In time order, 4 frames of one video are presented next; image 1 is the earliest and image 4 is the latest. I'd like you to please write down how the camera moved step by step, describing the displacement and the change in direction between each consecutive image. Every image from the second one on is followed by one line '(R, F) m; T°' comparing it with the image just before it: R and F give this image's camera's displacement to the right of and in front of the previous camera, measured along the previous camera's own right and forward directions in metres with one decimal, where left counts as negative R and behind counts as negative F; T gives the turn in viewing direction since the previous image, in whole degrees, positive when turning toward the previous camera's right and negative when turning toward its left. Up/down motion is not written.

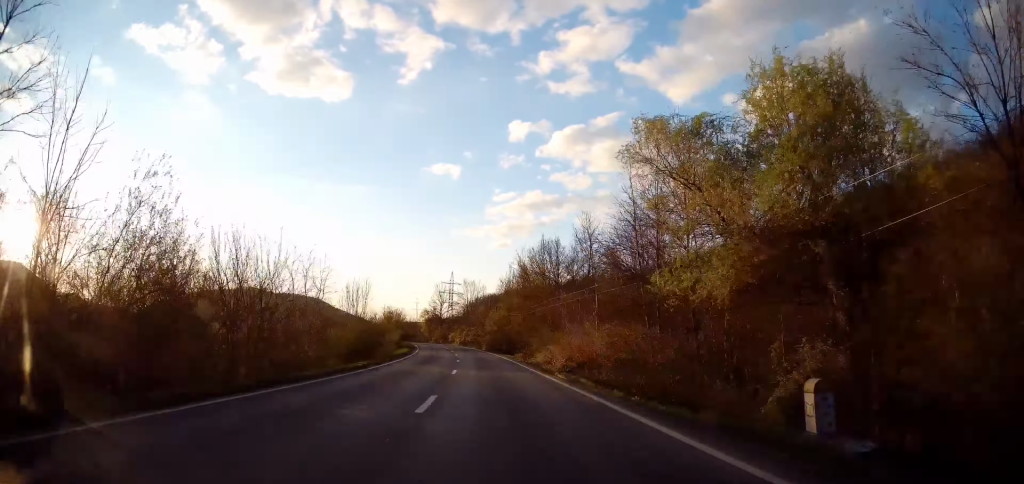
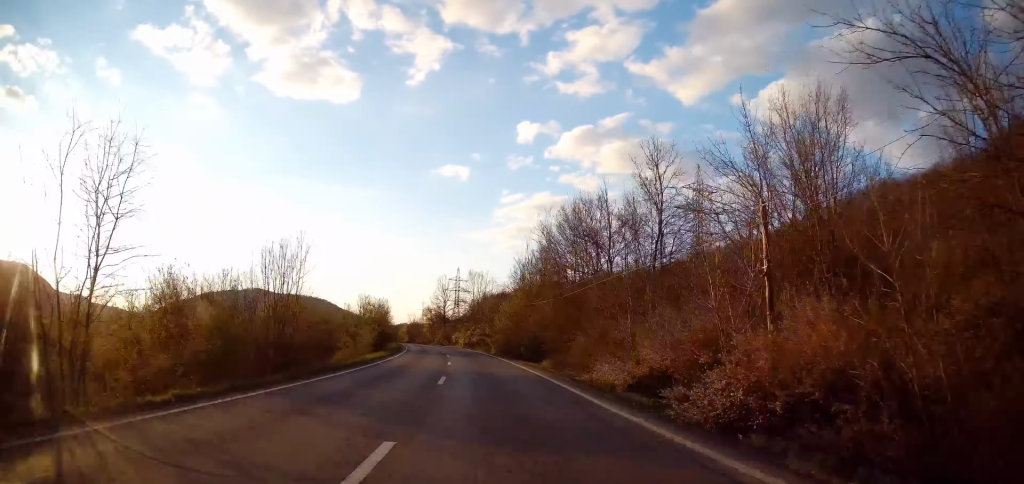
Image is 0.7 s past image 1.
(+0.2, +17.8) m; 0°
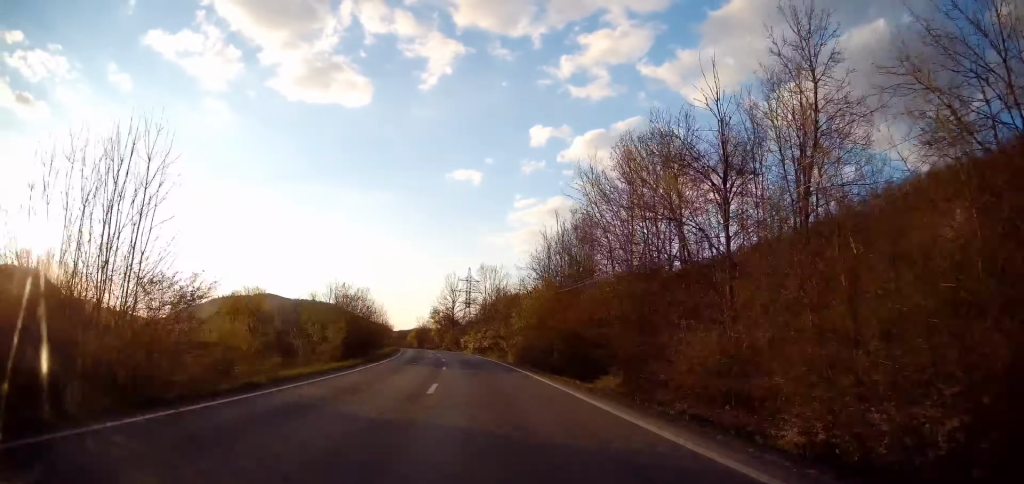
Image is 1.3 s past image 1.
(-0.1, +14.3) m; -1°
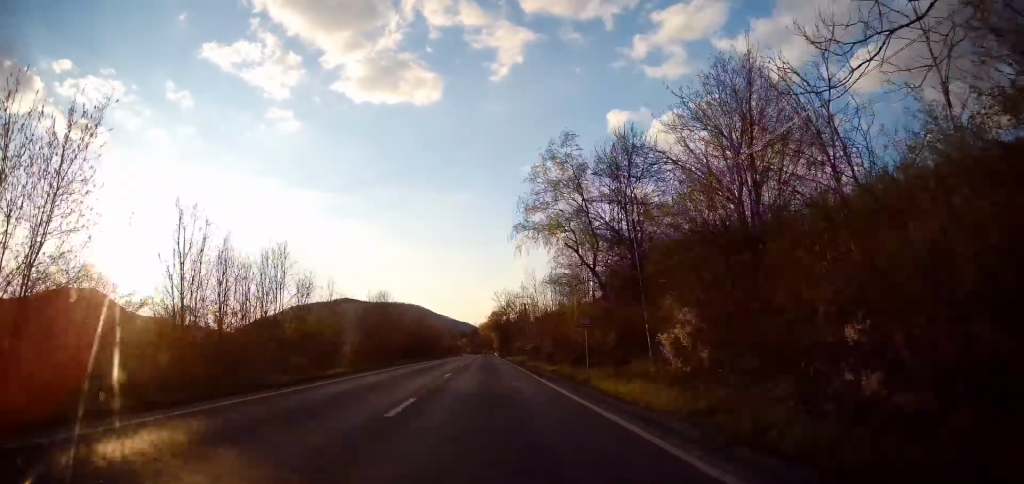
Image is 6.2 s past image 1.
(-13.7, +122.1) m; -10°
